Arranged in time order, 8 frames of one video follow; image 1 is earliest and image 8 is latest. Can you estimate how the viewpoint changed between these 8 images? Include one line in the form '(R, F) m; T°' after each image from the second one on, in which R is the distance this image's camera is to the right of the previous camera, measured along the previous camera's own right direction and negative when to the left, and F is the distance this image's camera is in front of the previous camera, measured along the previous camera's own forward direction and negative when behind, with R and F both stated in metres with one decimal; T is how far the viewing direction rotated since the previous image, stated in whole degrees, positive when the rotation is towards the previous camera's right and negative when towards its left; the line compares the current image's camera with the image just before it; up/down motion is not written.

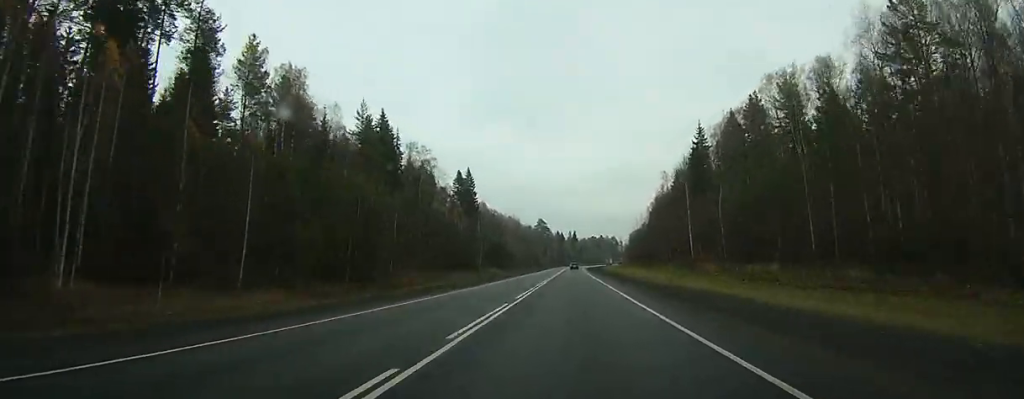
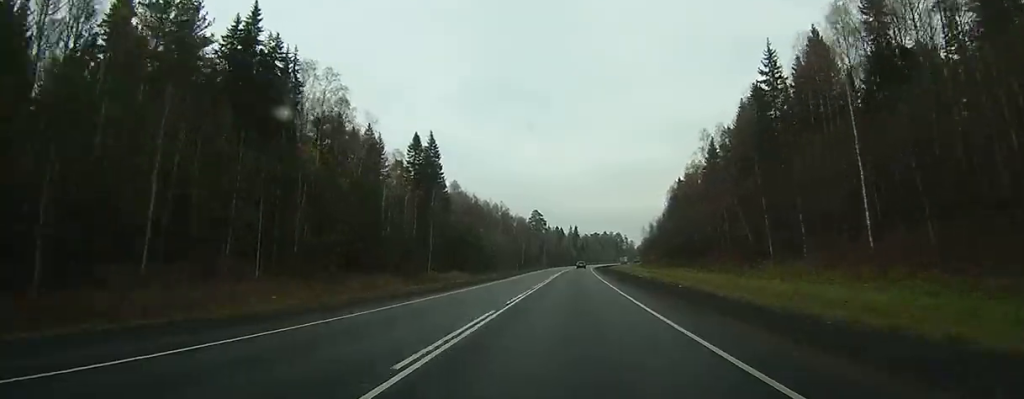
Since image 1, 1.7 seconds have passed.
(-0.1, +51.0) m; 0°
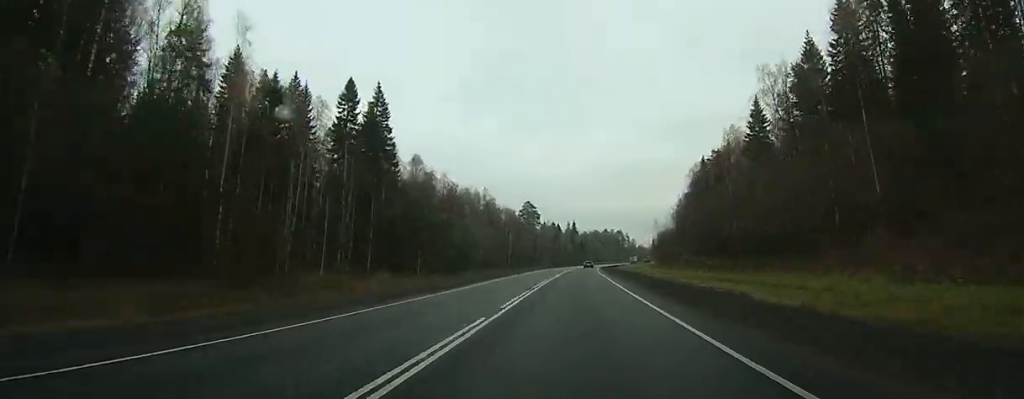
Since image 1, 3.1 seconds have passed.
(0.0, +38.8) m; 0°
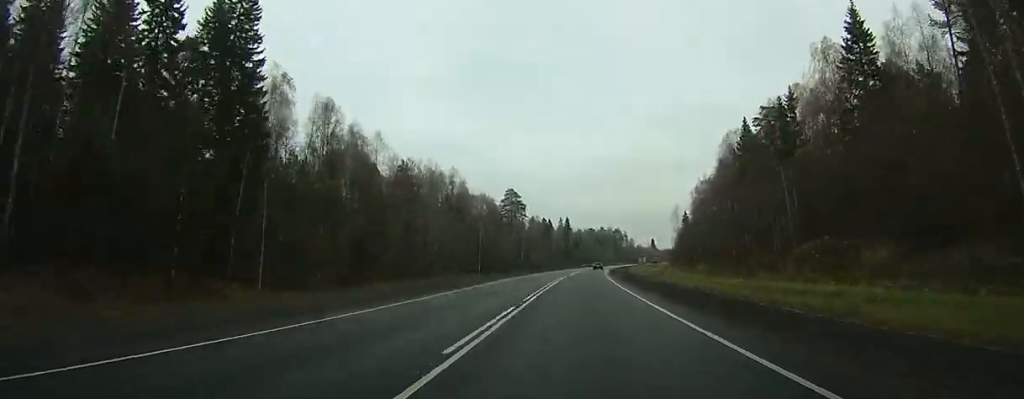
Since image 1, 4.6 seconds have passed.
(0.0, +44.3) m; 0°
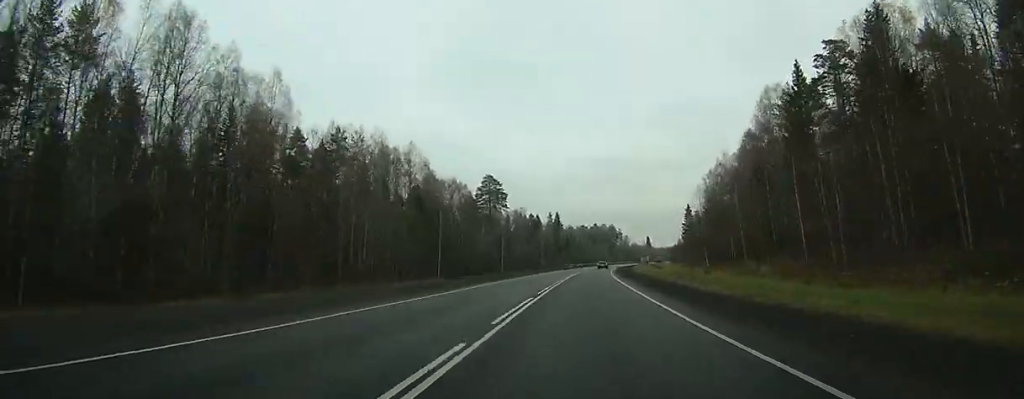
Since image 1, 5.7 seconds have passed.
(+0.3, +32.4) m; +1°
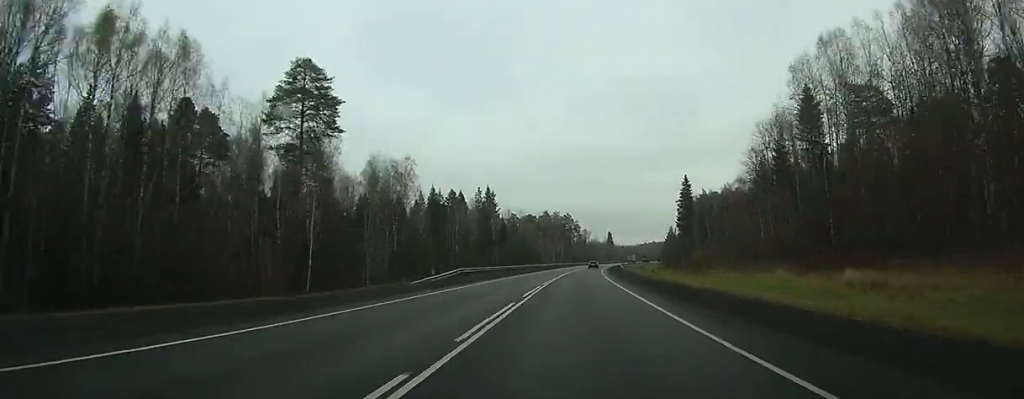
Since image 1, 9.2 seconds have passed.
(+3.1, +99.0) m; +6°
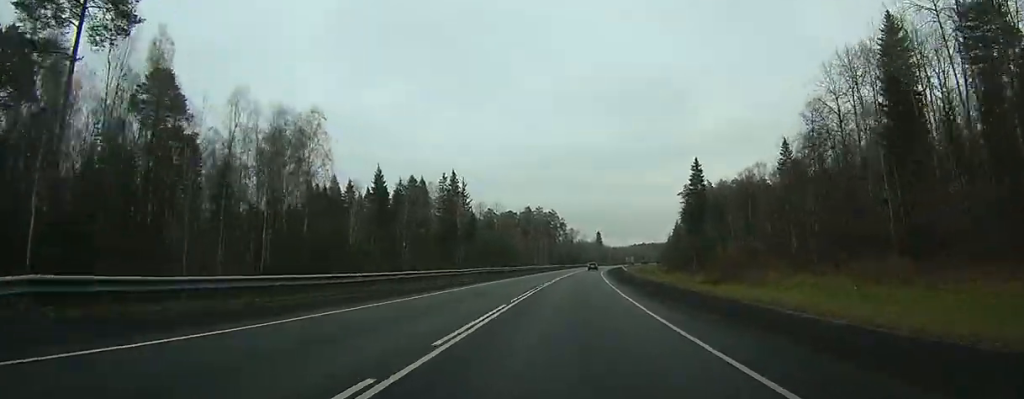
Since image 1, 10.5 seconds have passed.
(-0.7, +36.3) m; +5°
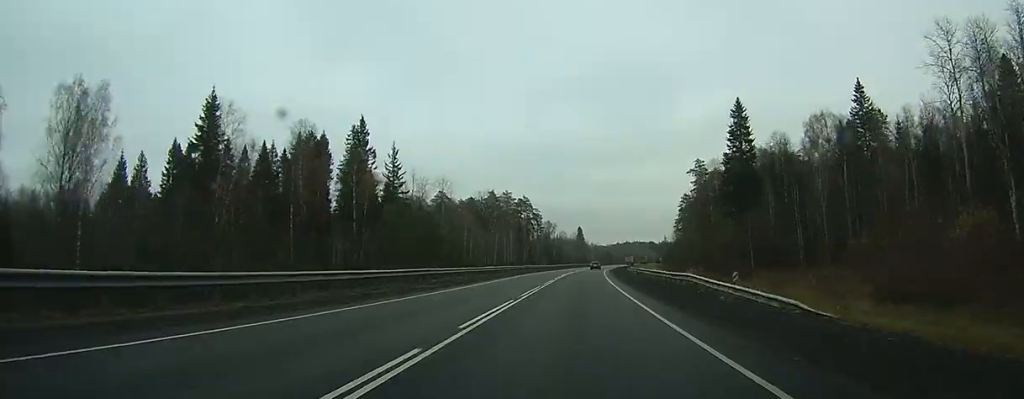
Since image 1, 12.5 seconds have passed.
(+6.3, +57.4) m; -3°
